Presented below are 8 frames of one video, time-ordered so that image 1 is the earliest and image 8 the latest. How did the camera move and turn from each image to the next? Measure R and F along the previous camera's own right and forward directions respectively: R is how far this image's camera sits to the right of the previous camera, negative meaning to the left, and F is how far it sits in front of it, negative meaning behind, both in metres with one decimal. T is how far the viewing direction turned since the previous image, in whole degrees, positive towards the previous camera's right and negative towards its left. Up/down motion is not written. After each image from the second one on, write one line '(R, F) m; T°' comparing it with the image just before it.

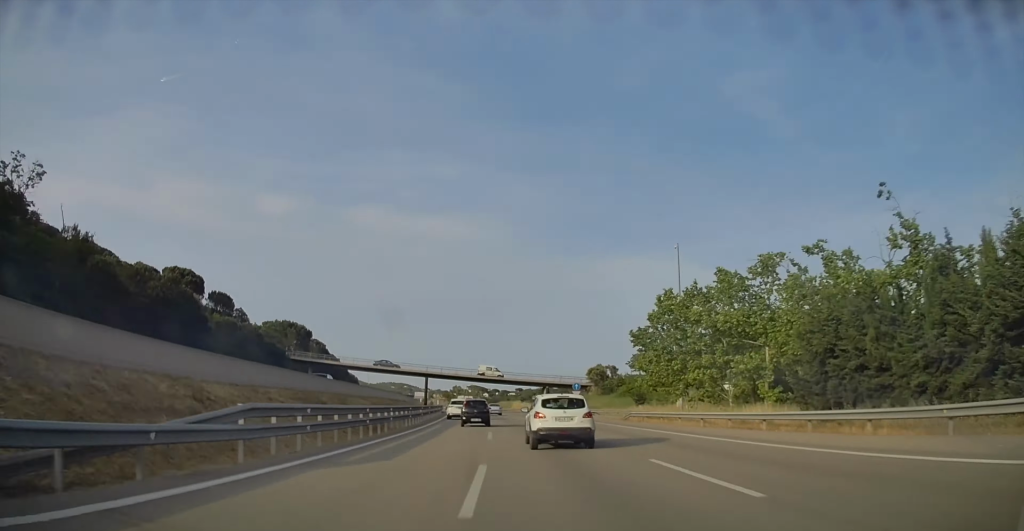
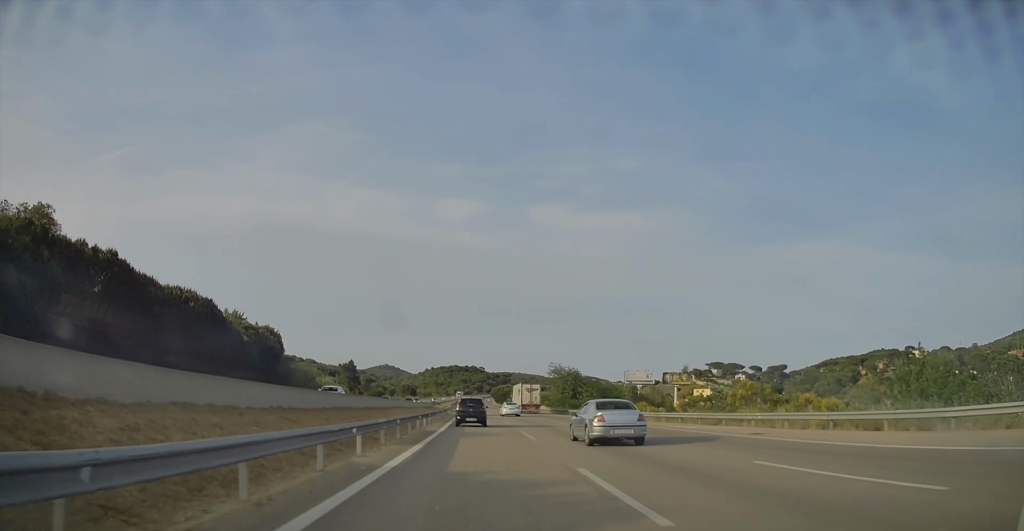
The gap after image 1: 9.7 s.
(-47.9, +329.7) m; -10°
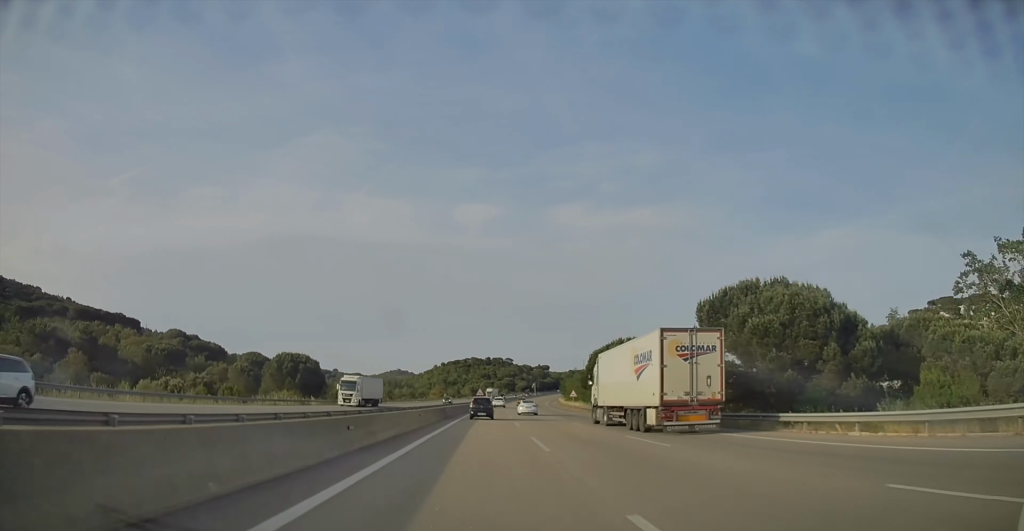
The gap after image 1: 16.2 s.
(-8.7, +225.8) m; +1°
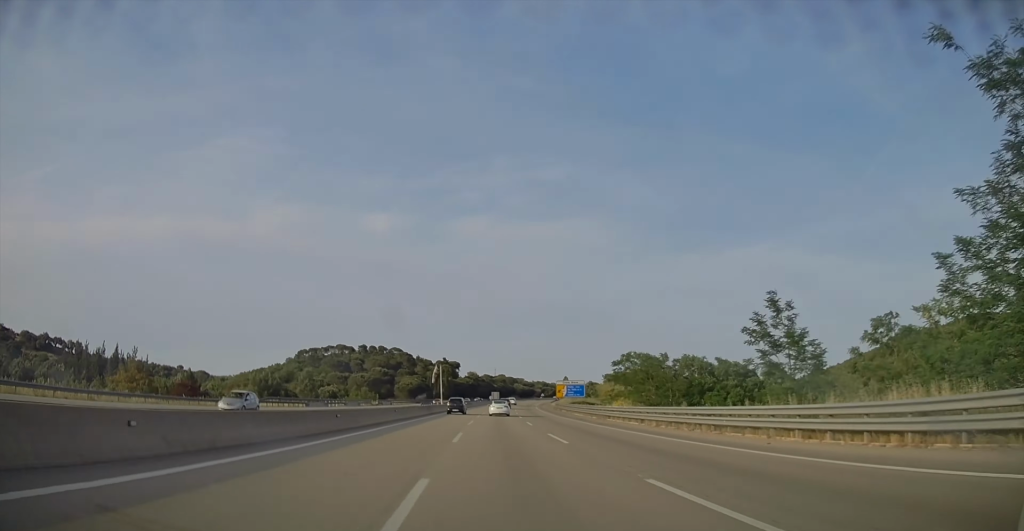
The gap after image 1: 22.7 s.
(+7.0, +222.2) m; +7°
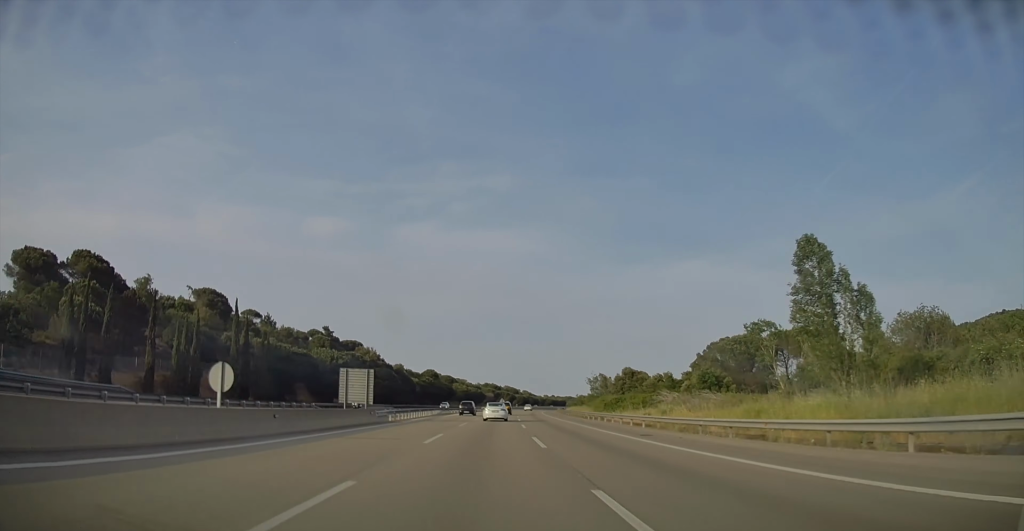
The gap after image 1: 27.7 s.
(+14.8, +167.6) m; +6°
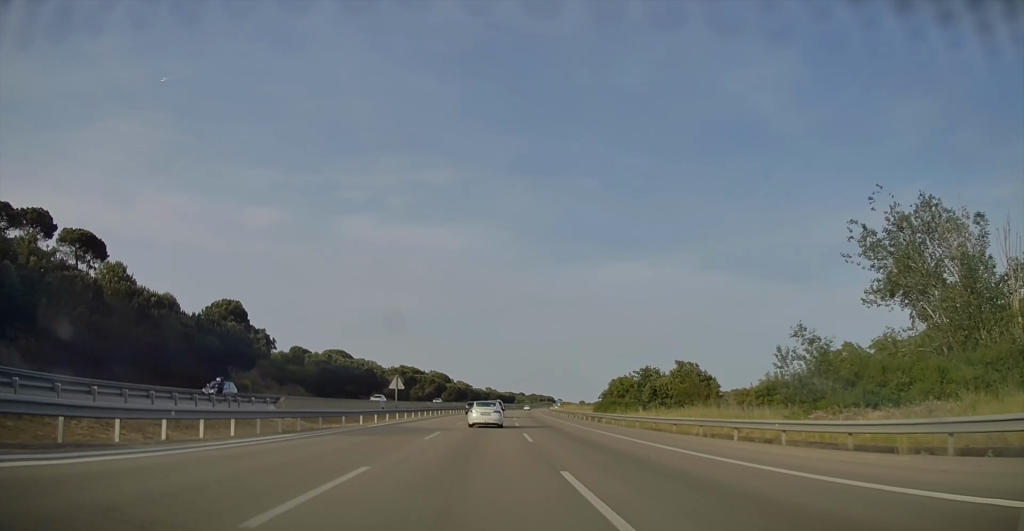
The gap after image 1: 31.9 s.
(+4.2, +141.7) m; +5°
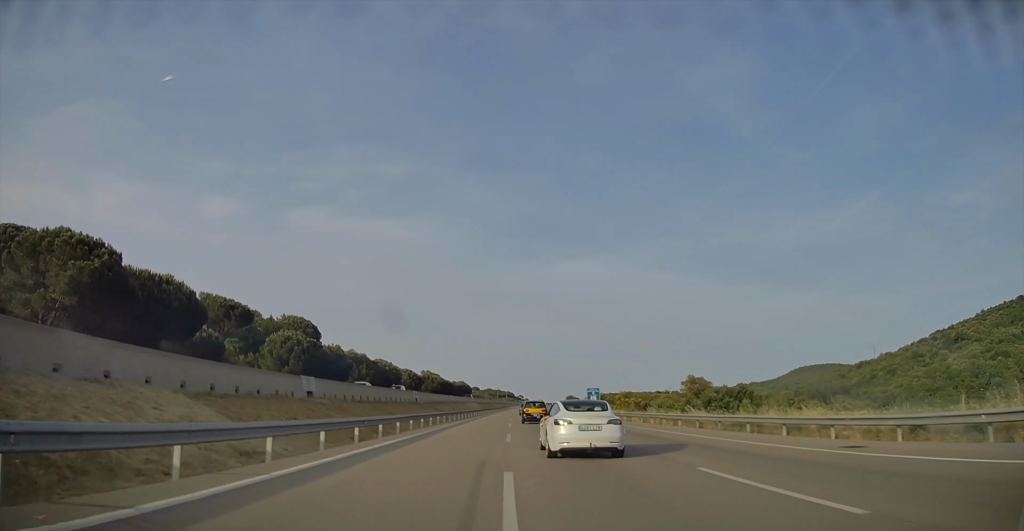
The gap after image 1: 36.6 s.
(+8.5, +163.1) m; +4°
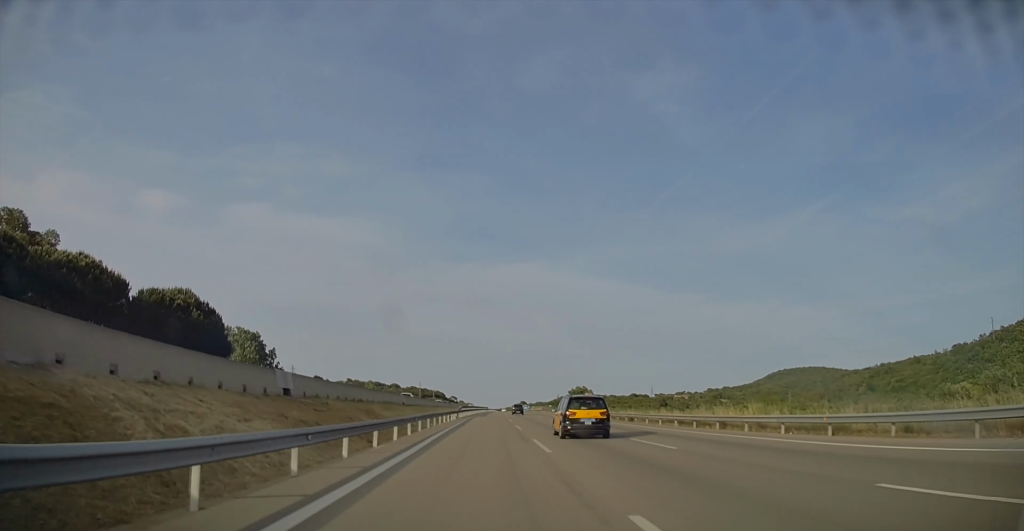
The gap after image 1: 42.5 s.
(+9.7, +205.1) m; +4°
